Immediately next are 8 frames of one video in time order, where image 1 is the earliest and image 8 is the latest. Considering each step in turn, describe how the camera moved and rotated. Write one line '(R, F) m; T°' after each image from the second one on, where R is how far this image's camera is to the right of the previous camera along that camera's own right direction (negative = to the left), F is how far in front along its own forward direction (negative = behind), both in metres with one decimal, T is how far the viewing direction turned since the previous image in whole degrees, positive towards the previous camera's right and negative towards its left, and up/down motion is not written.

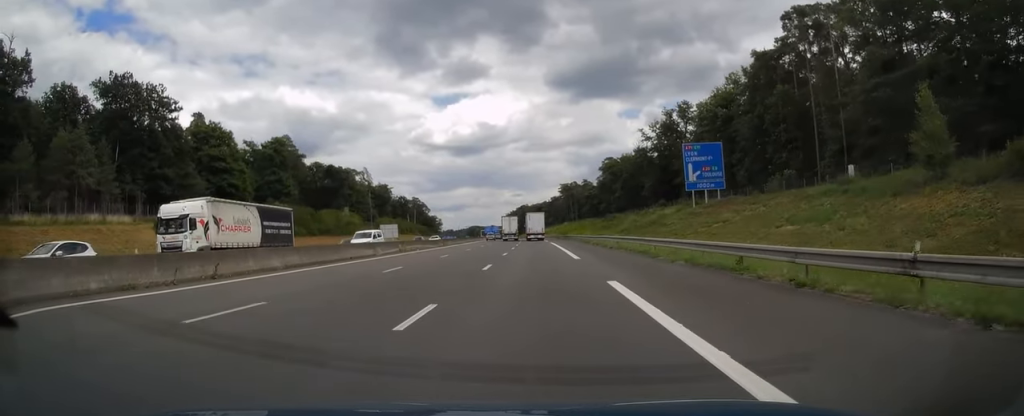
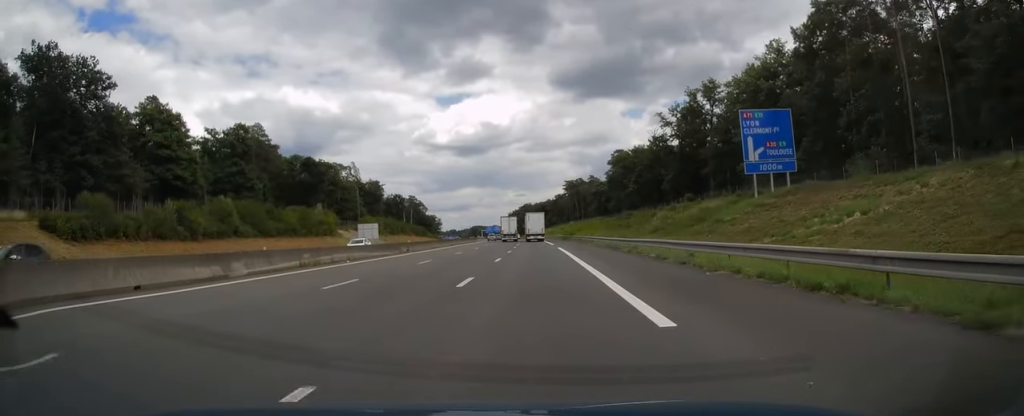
(0.0, +19.1) m; 0°
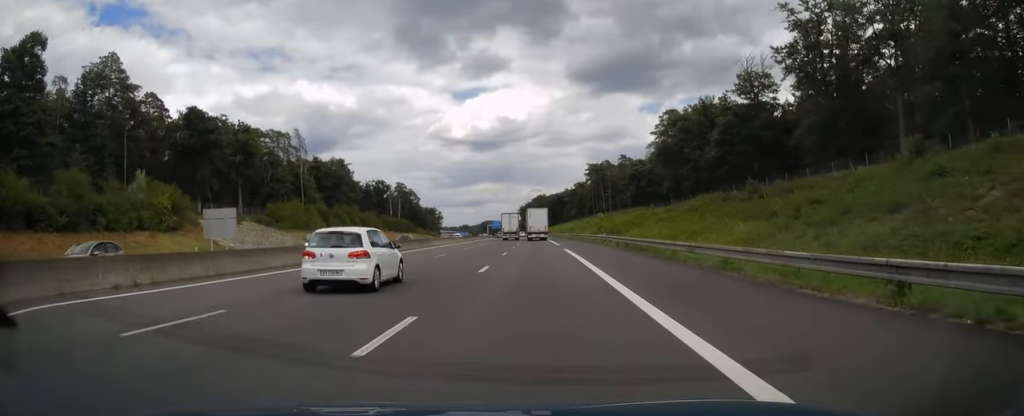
(-0.5, +60.3) m; -2°
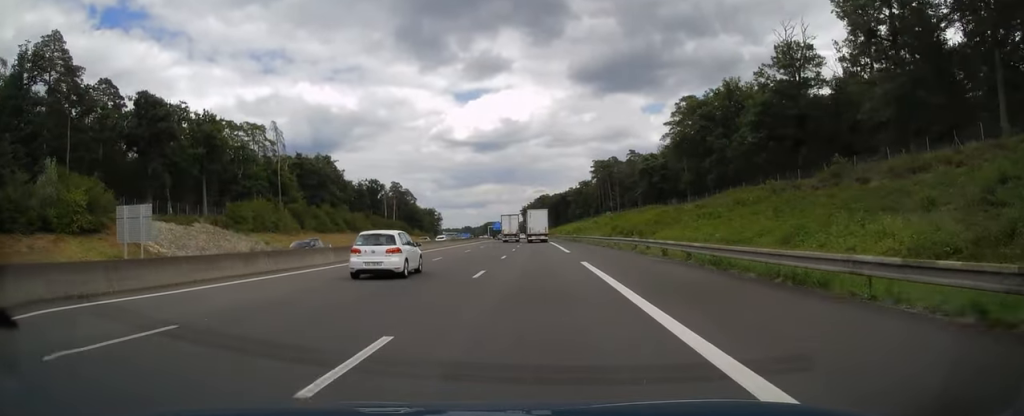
(0.0, +14.7) m; -1°
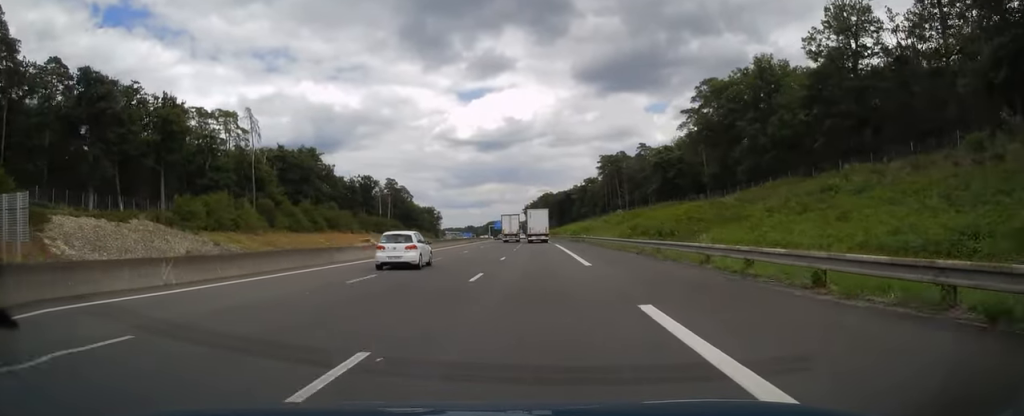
(-0.2, +14.3) m; 0°
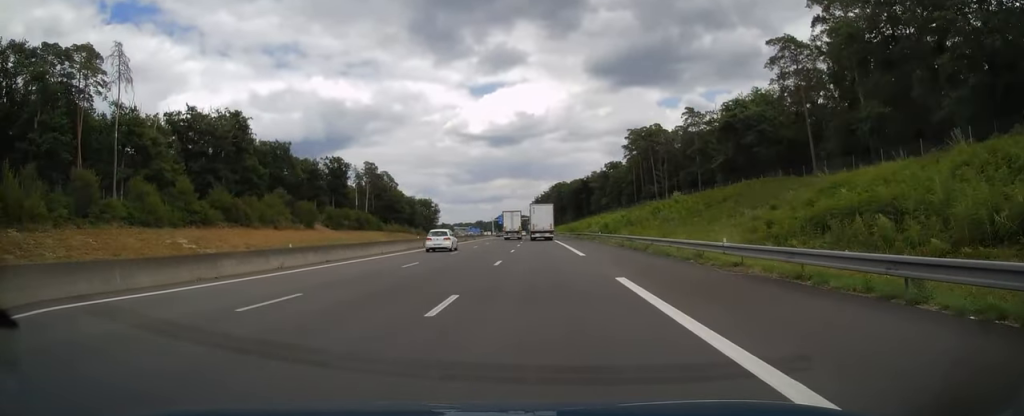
(+0.2, +46.7) m; 0°
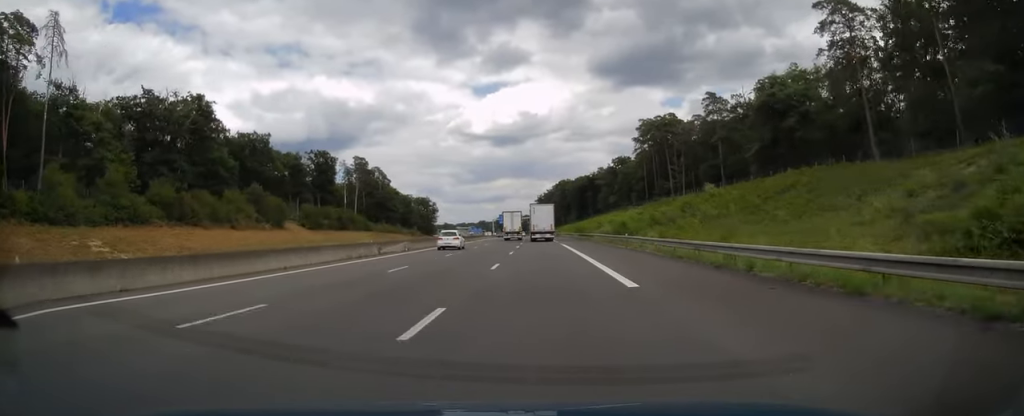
(0.0, +15.2) m; -1°
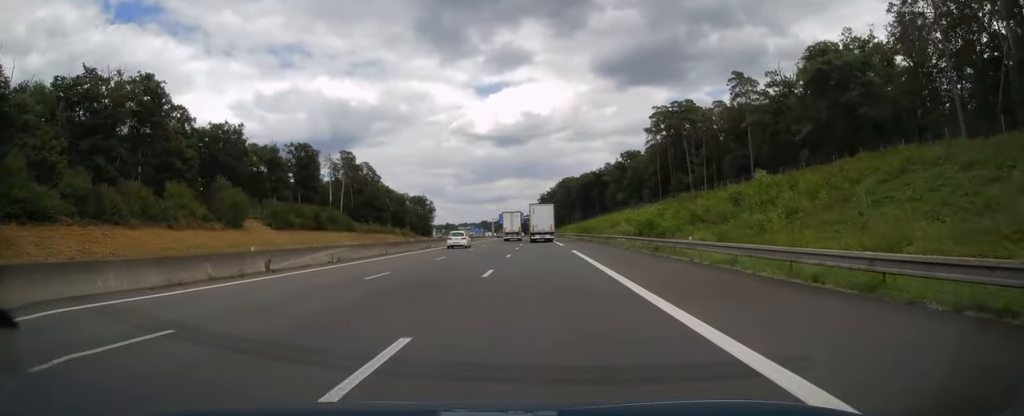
(-0.2, +15.8) m; 0°
